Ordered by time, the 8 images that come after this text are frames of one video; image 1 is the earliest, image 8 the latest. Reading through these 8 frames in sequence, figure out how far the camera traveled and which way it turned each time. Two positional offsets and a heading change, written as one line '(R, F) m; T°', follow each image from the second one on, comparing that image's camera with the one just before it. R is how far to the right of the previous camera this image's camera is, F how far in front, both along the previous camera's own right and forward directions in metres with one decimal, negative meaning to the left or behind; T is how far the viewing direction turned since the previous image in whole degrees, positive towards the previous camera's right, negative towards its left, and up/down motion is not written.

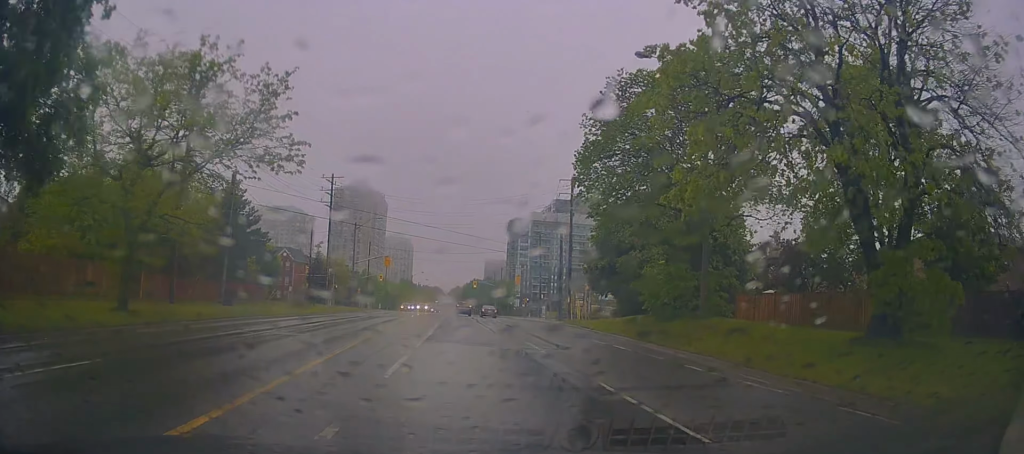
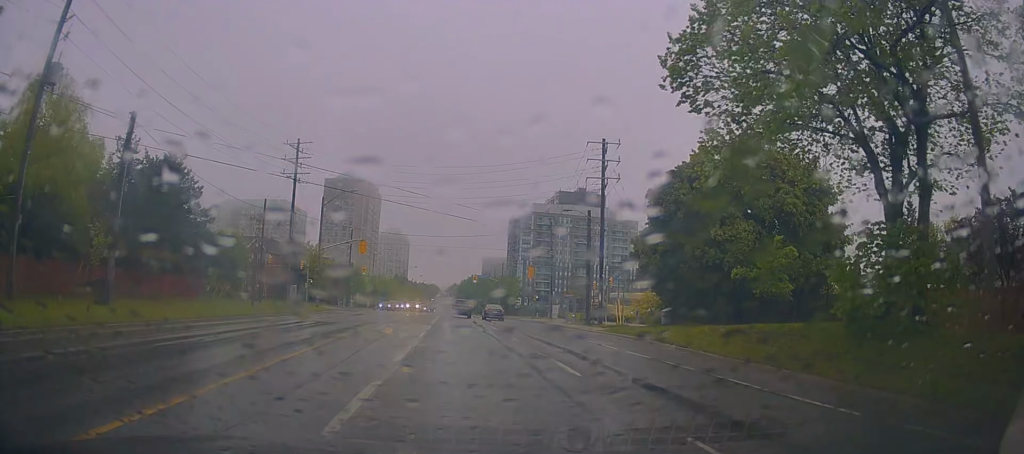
(+0.2, +14.5) m; +5°
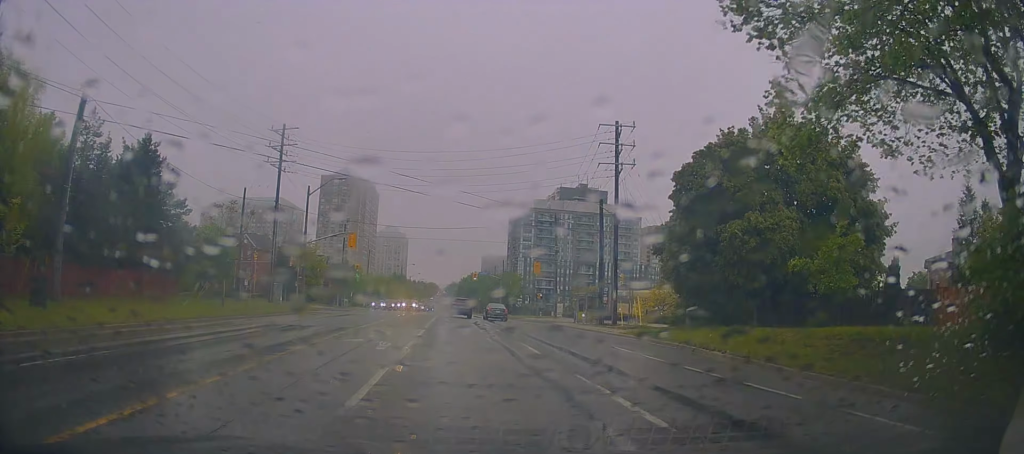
(+0.1, +4.6) m; +1°
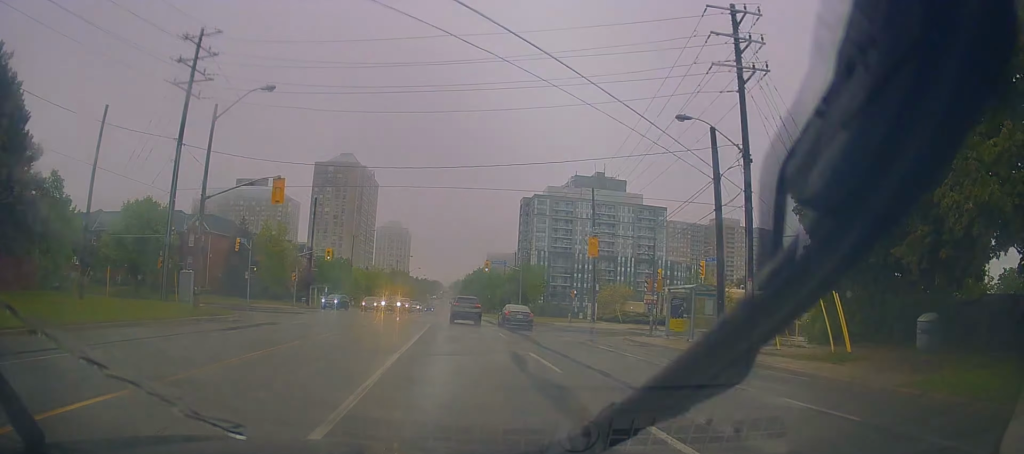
(-1.1, +19.4) m; -4°
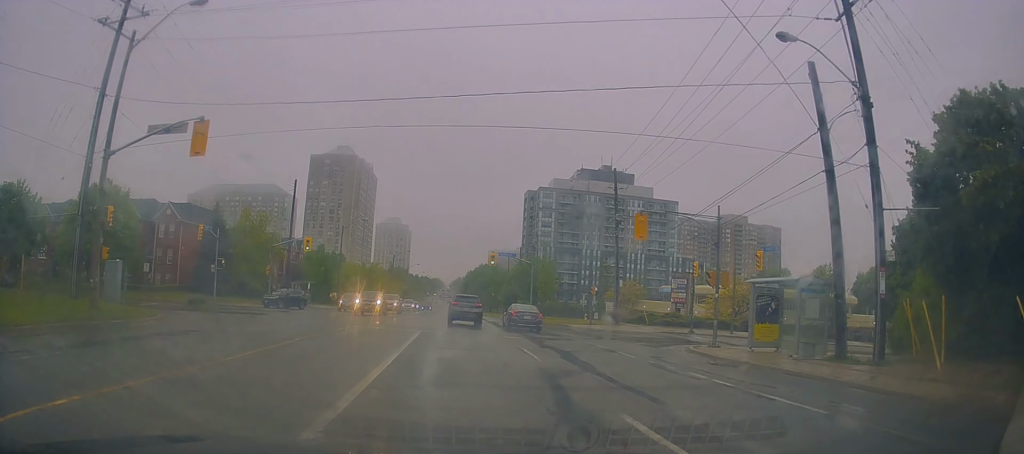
(+0.5, +8.4) m; +3°
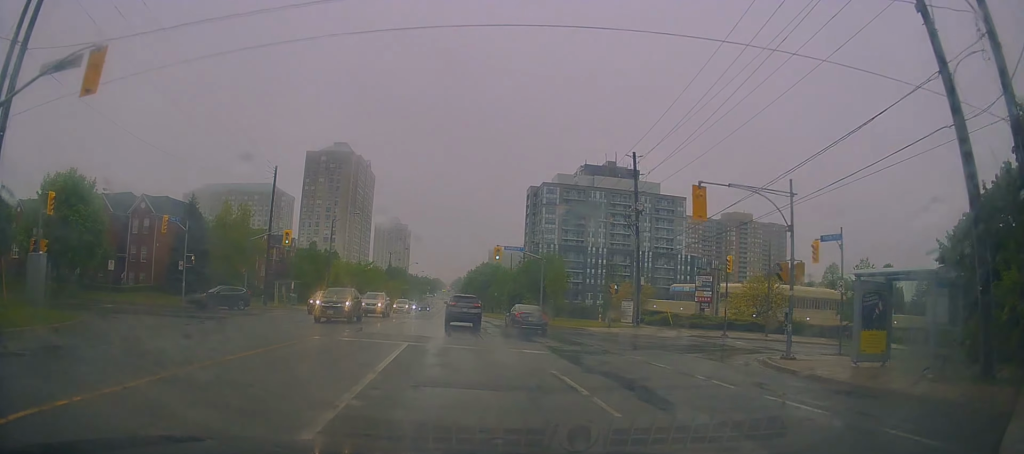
(-0.1, +6.1) m; 0°
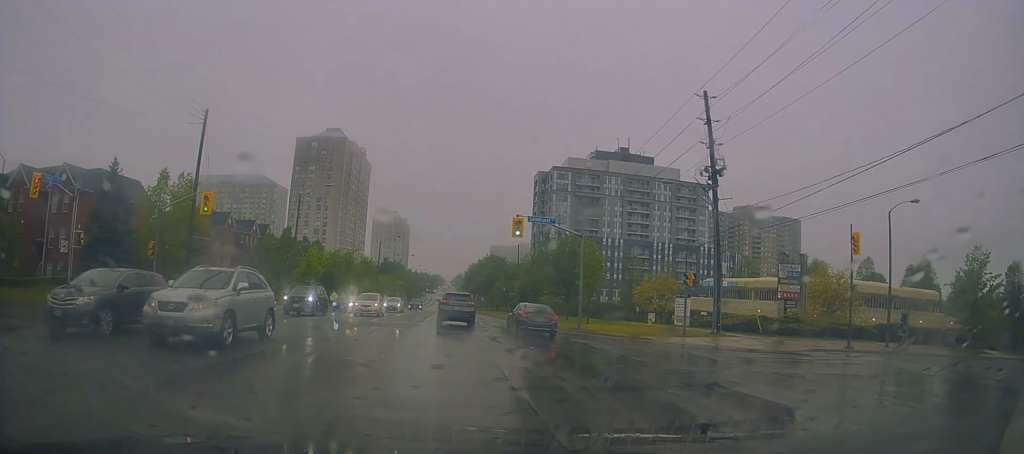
(0.0, +14.6) m; -3°
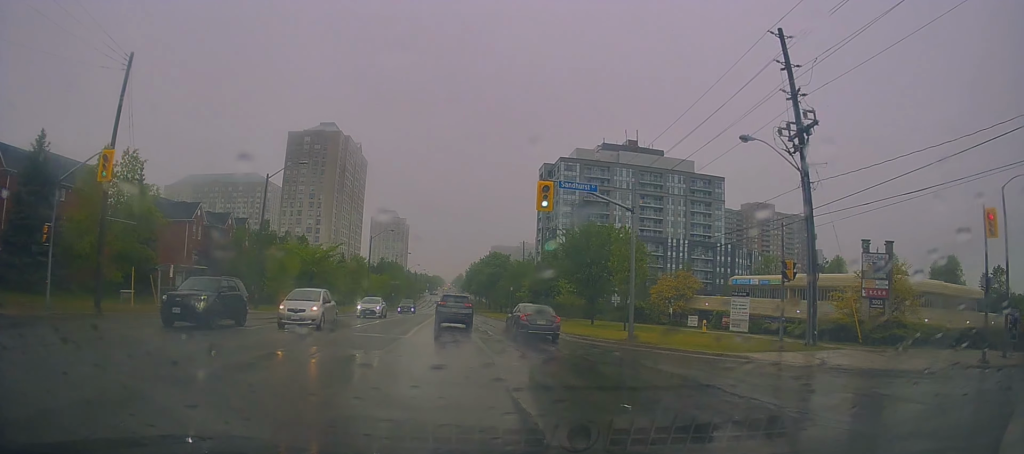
(-0.5, +9.6) m; -2°
